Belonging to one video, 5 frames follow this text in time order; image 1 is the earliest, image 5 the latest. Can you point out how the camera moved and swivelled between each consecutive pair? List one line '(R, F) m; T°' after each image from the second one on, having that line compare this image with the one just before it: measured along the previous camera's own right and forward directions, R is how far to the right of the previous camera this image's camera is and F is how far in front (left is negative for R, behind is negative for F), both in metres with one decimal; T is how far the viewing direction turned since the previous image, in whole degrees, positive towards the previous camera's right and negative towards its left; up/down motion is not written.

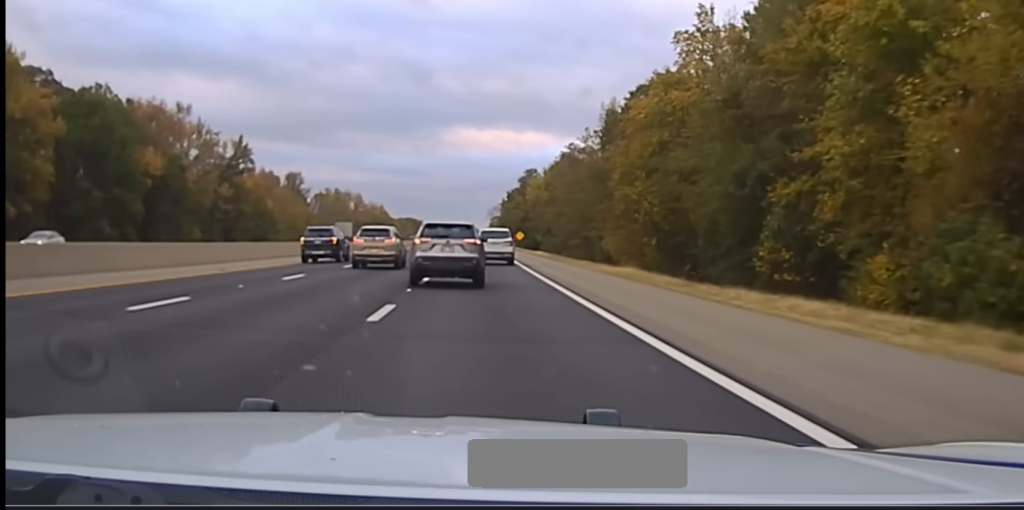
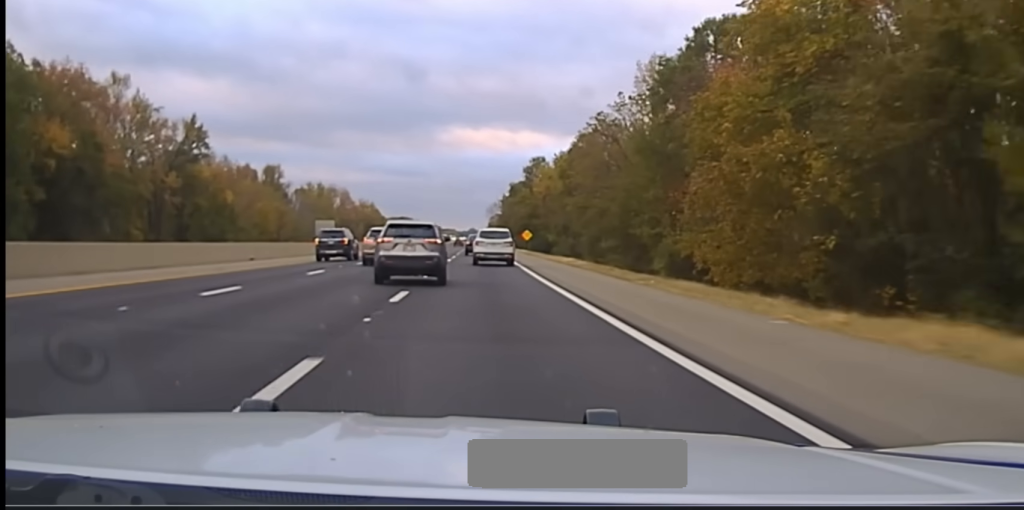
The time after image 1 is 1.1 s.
(+0.3, +34.4) m; 0°
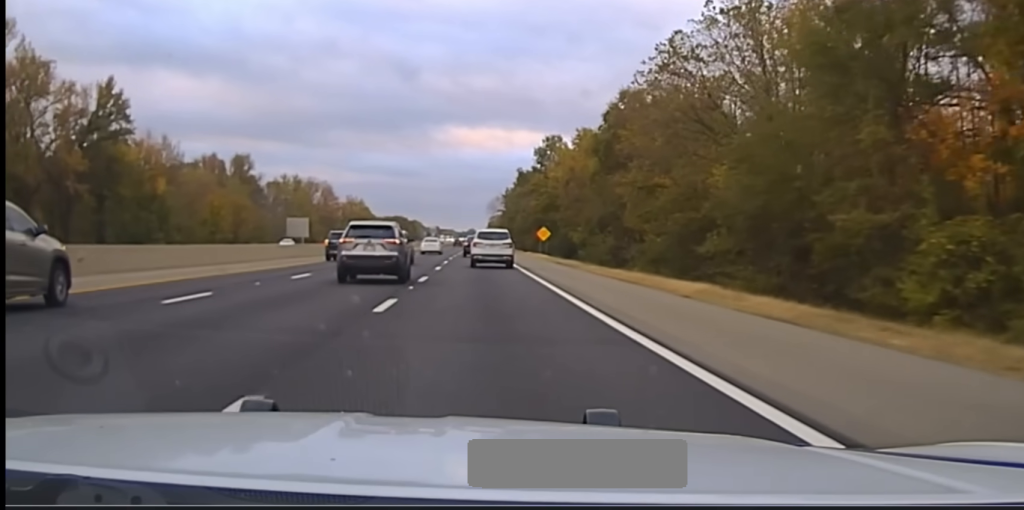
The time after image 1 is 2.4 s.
(-0.4, +39.4) m; 0°
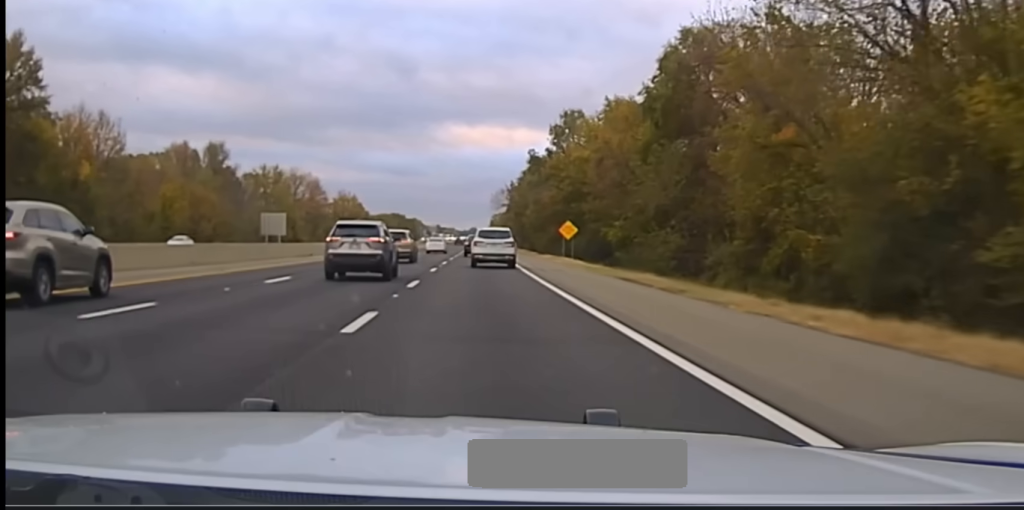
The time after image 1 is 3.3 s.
(0.0, +28.1) m; +1°
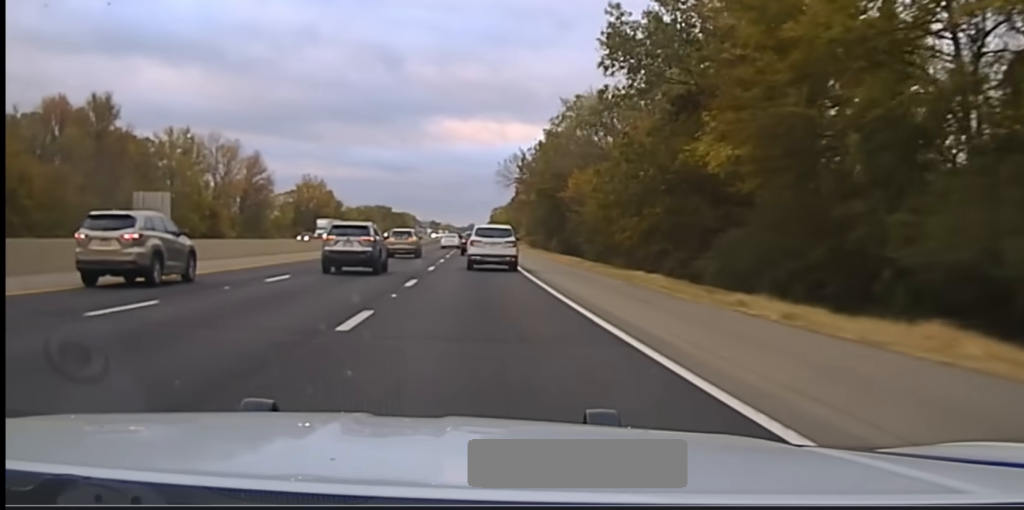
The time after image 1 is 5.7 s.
(-0.2, +69.6) m; -1°
